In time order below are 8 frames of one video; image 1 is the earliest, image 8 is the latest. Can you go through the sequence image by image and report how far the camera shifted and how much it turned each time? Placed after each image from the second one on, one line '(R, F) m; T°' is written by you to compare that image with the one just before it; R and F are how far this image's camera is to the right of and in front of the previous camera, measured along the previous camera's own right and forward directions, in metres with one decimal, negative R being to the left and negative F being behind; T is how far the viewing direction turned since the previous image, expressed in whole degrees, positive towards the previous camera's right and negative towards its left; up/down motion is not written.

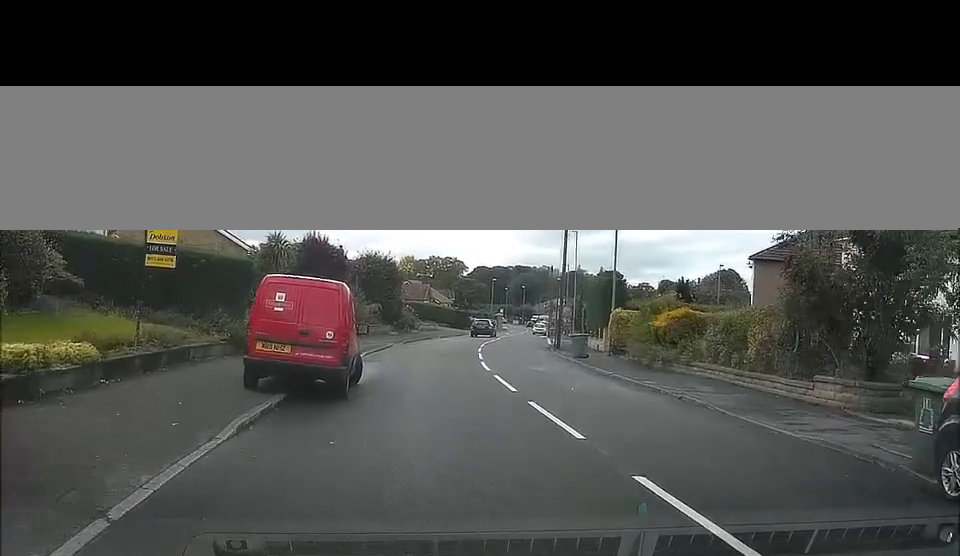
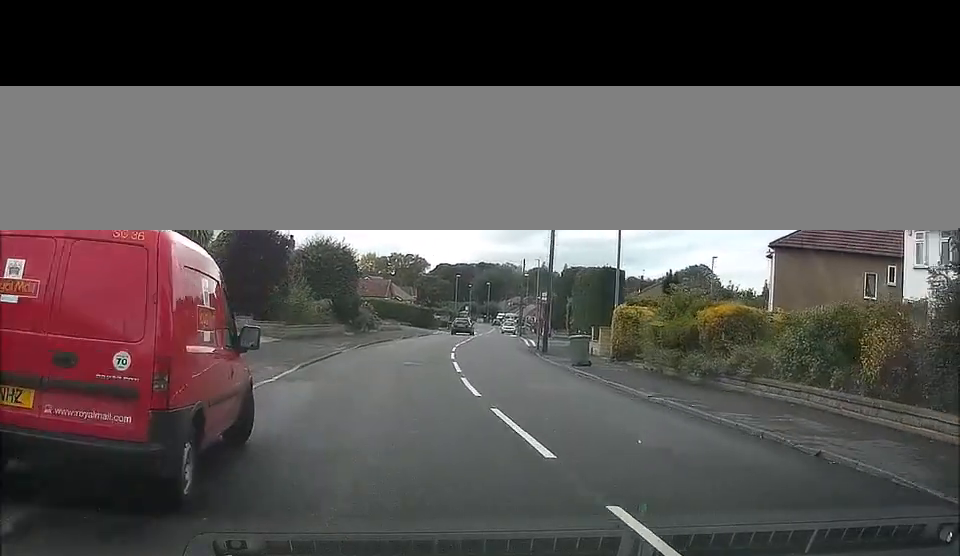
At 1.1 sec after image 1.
(0.0, +7.3) m; -2°
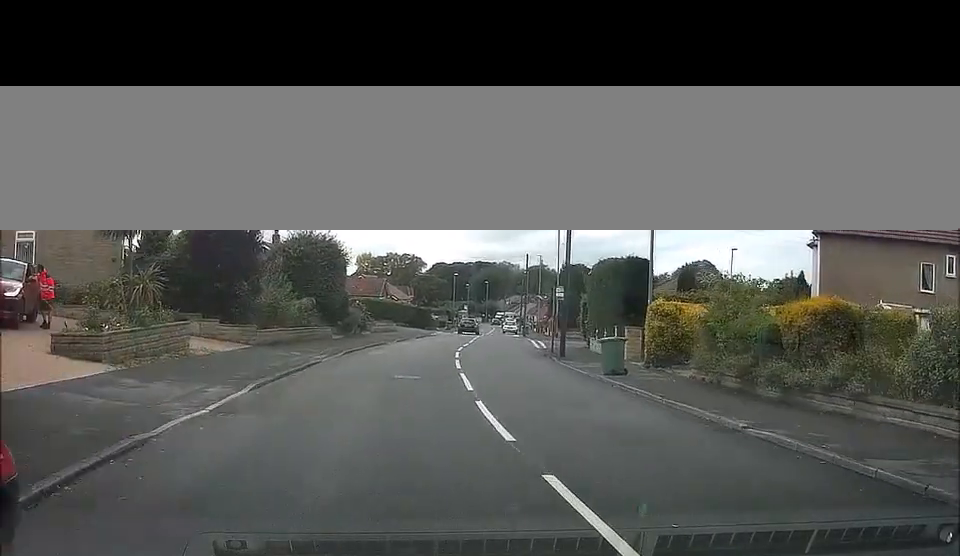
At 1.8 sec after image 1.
(-0.2, +3.9) m; -3°
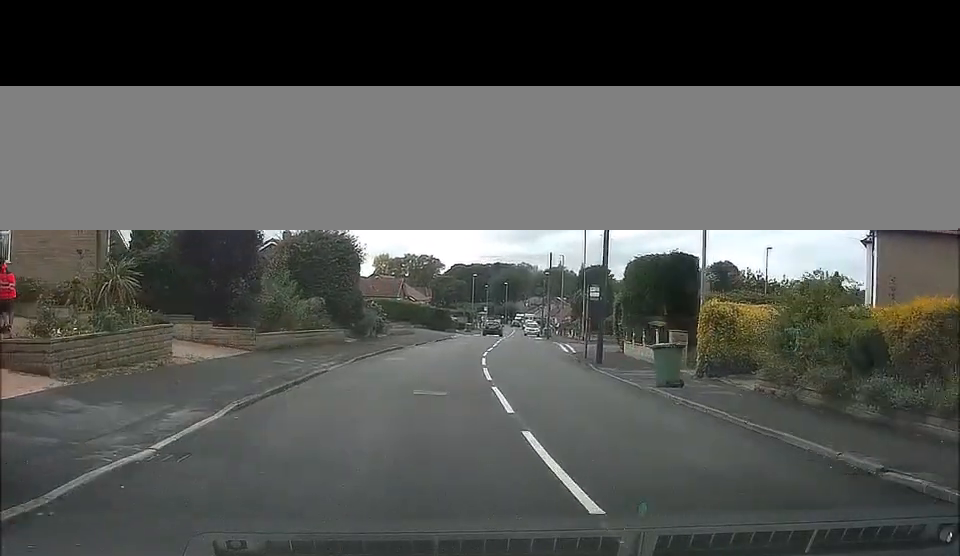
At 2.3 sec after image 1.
(0.0, +2.5) m; +1°
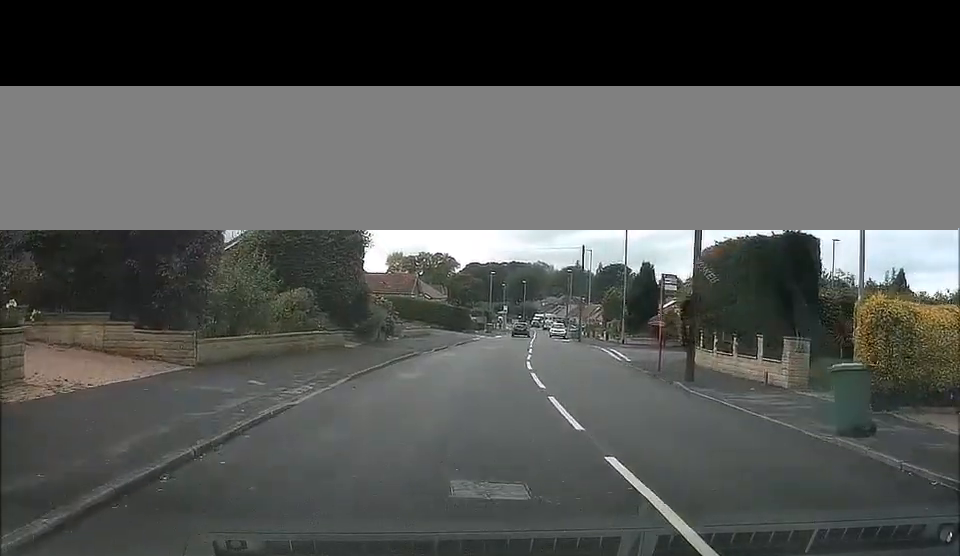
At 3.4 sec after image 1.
(+0.1, +7.4) m; +3°
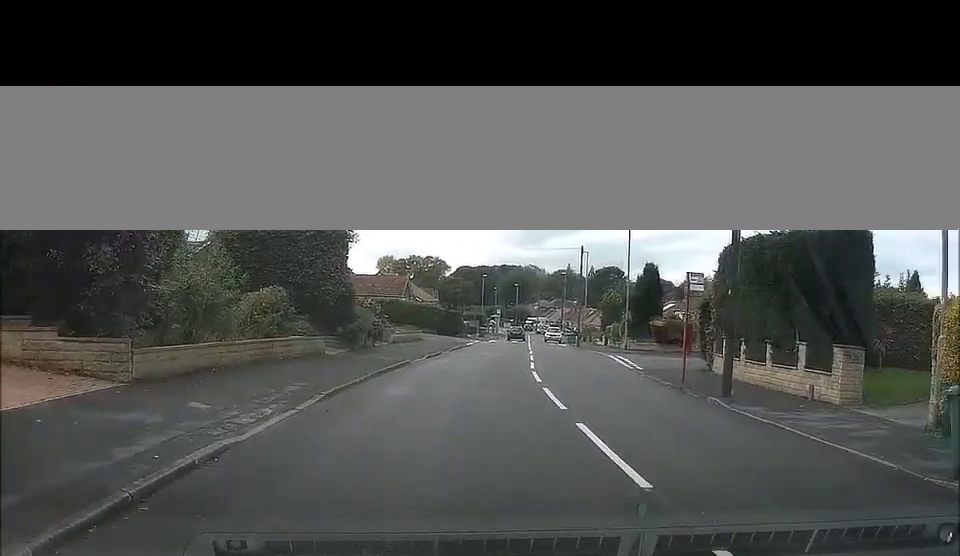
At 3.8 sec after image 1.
(0.0, +3.4) m; +1°
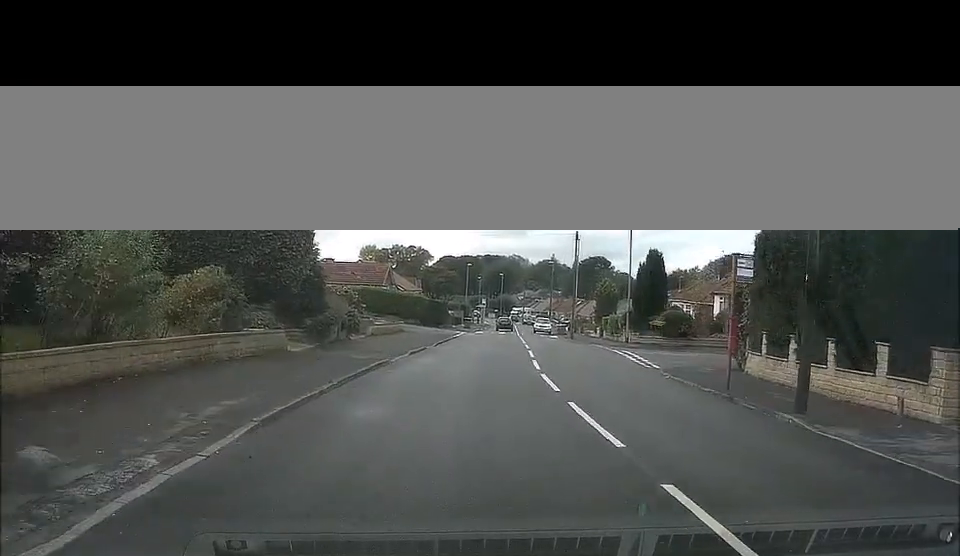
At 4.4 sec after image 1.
(+0.2, +5.7) m; +1°
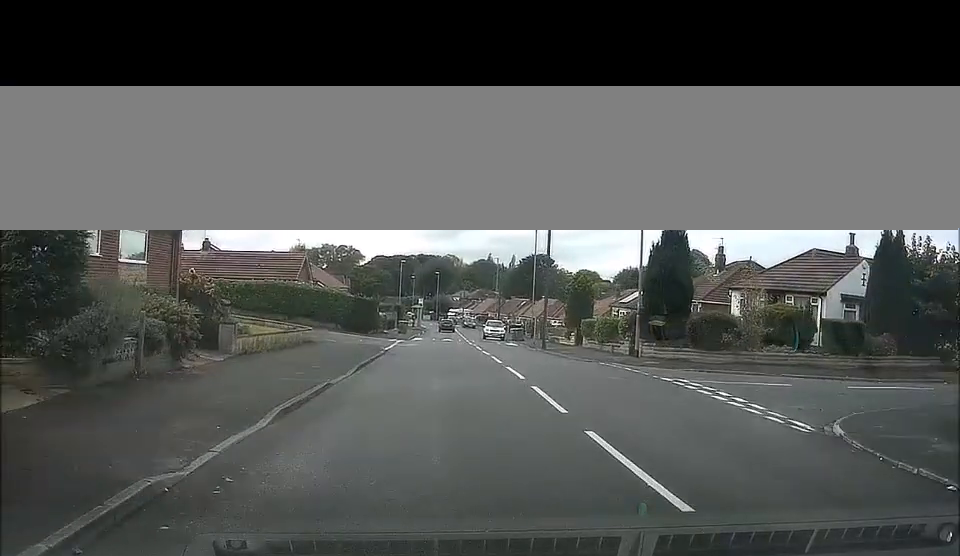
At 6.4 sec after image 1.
(+0.4, +14.7) m; +4°
